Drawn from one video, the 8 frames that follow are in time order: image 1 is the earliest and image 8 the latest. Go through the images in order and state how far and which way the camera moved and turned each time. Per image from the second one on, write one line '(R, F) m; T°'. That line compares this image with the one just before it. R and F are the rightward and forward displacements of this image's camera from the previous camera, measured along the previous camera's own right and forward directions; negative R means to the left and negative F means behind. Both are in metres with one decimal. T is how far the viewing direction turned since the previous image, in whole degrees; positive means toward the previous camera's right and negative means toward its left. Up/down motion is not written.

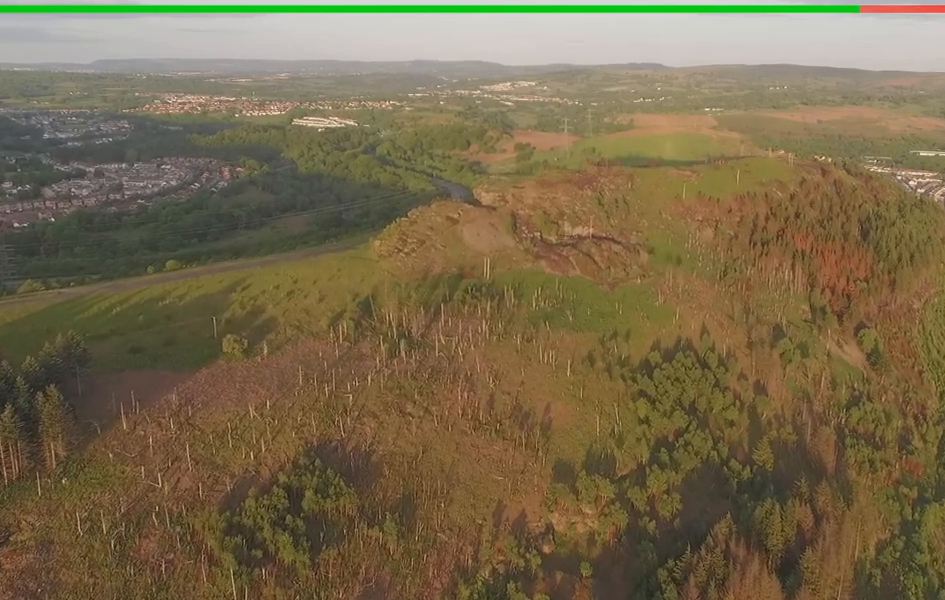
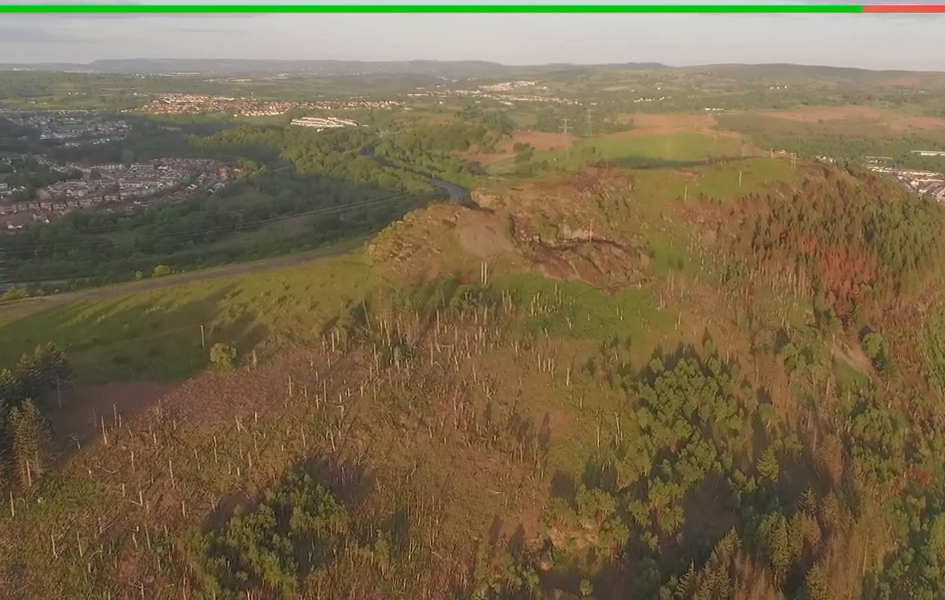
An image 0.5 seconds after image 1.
(+0.1, +8.2) m; 0°
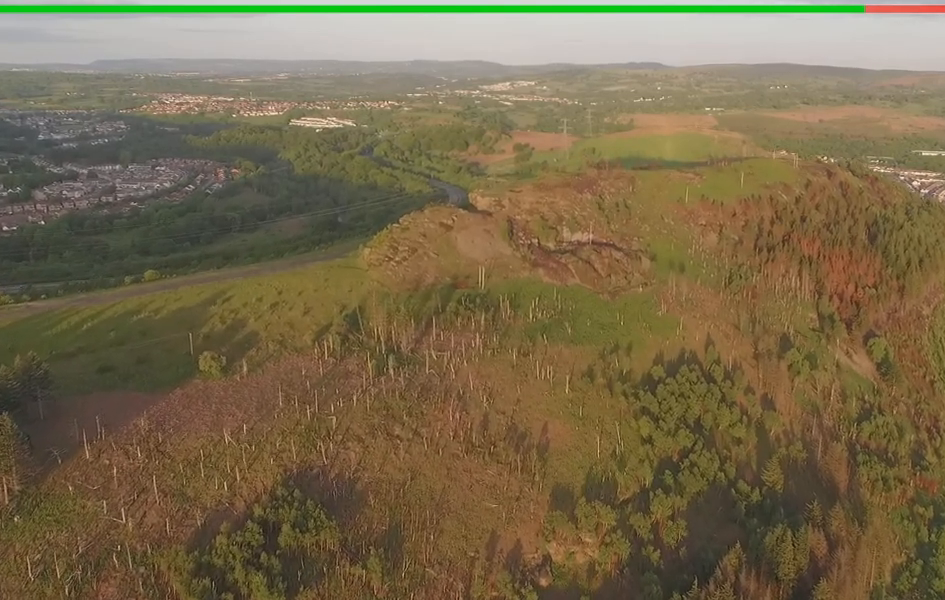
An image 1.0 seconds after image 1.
(0.0, +7.4) m; 0°
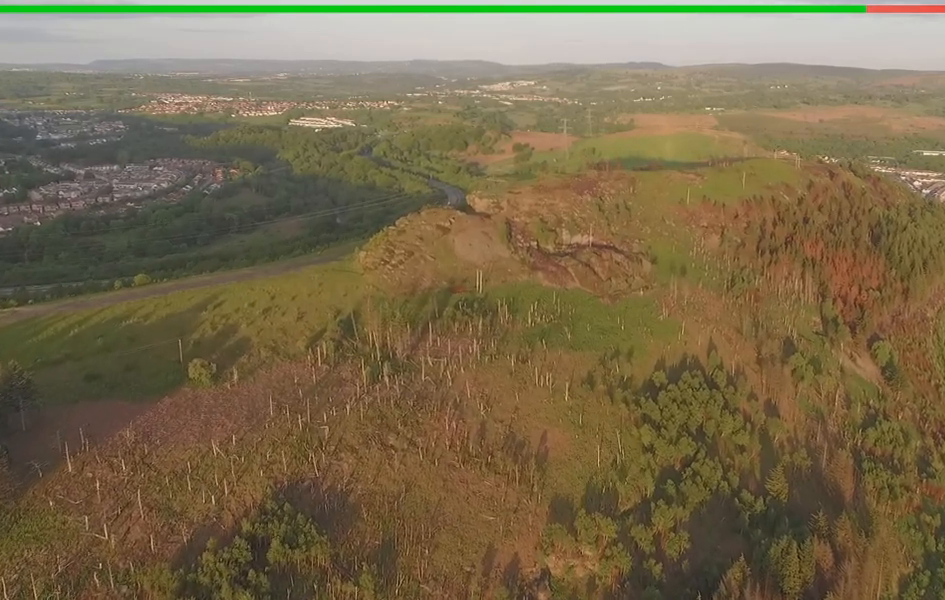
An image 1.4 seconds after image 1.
(0.0, +7.3) m; 0°
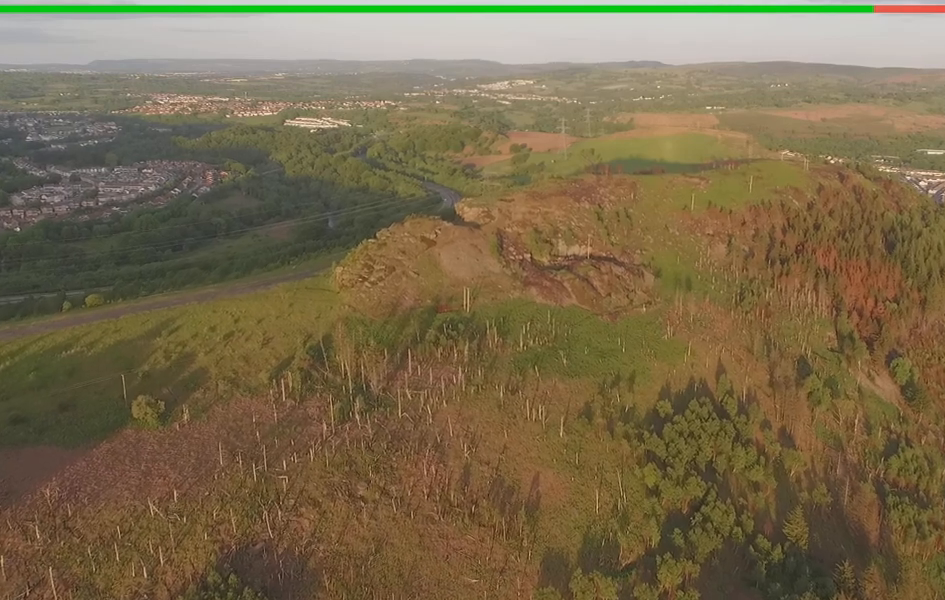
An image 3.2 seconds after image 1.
(-0.2, +28.6) m; 0°
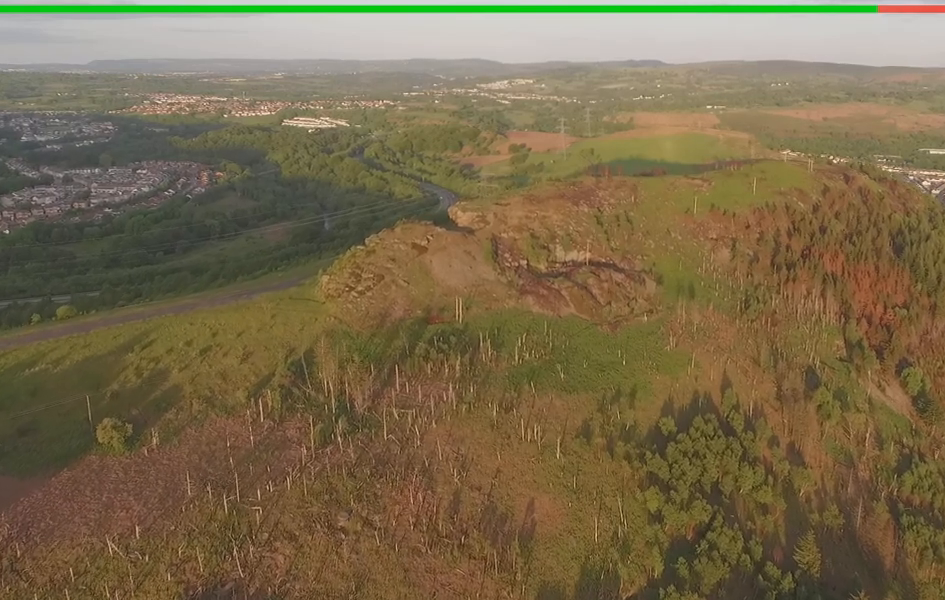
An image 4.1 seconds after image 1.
(0.0, +14.3) m; 0°
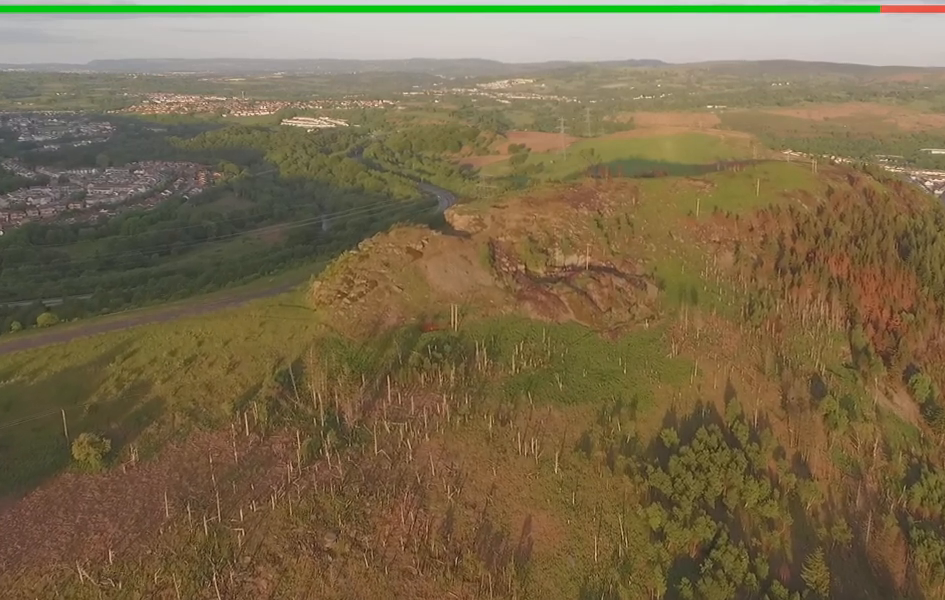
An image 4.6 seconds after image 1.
(0.0, +7.5) m; 0°
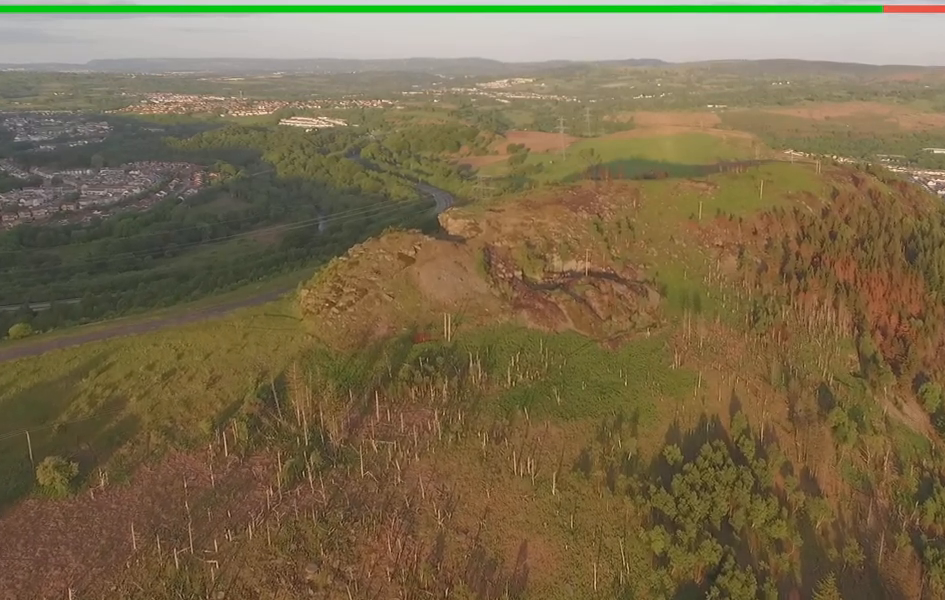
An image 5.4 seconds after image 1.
(0.0, +11.1) m; 0°
